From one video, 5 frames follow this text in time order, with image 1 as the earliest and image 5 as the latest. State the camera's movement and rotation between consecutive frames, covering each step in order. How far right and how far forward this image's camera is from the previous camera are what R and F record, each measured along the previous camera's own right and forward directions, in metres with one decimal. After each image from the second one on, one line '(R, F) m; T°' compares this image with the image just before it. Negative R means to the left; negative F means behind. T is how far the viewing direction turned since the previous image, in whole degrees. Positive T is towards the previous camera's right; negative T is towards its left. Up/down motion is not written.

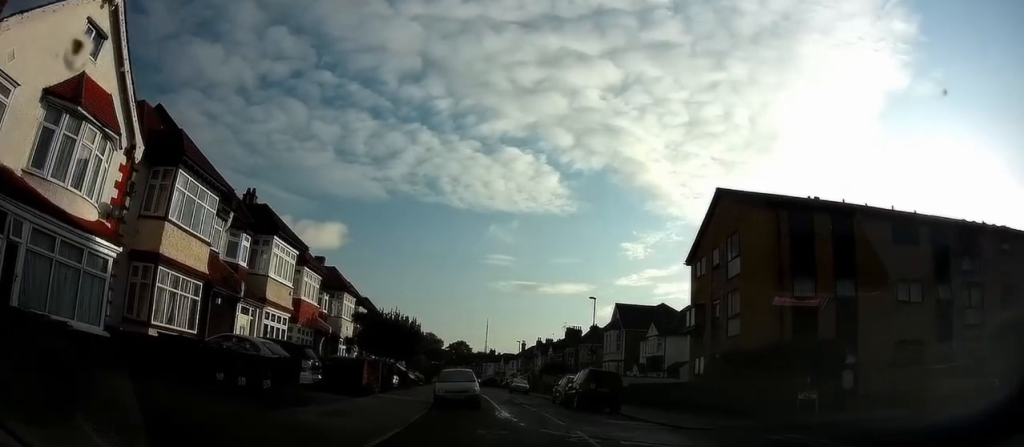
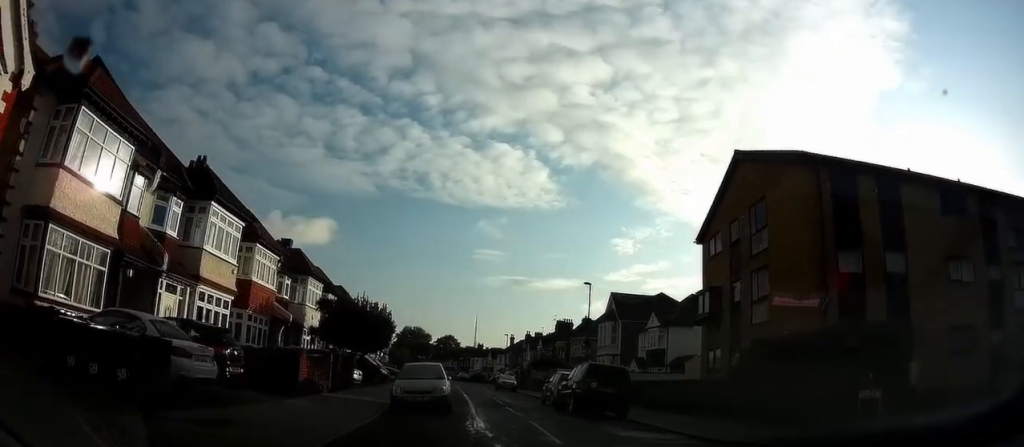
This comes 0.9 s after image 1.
(0.0, +4.3) m; 0°
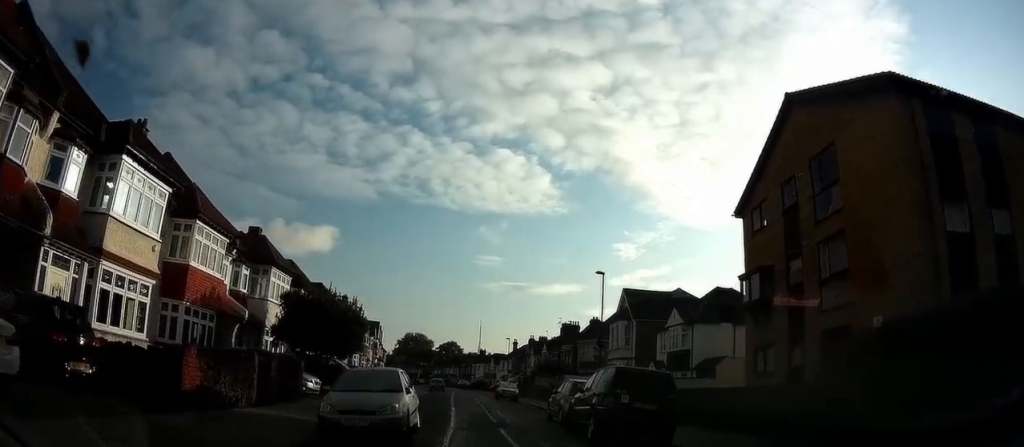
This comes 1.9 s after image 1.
(0.0, +5.4) m; 0°
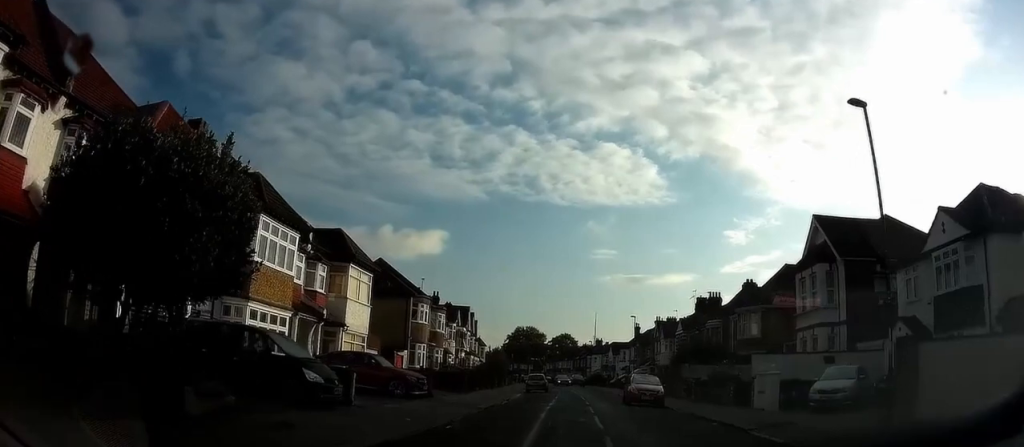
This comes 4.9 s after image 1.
(-0.9, +17.0) m; -4°
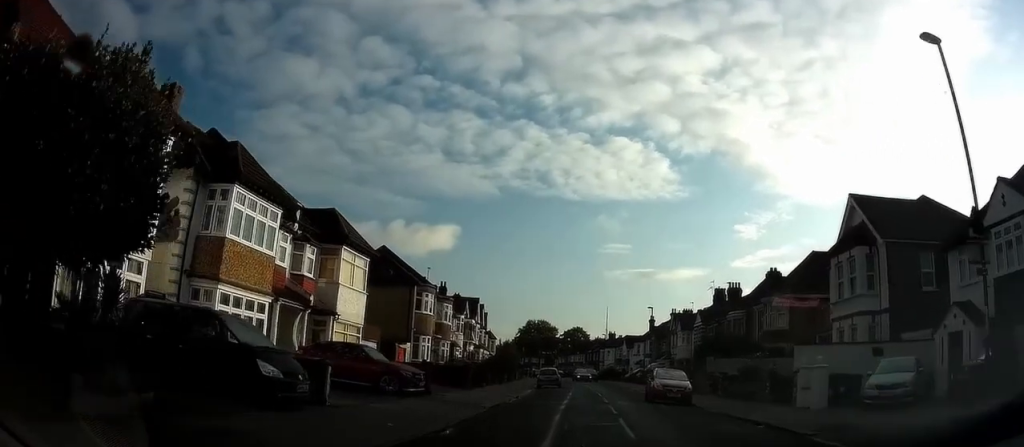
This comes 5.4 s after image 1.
(0.0, +2.8) m; 0°
